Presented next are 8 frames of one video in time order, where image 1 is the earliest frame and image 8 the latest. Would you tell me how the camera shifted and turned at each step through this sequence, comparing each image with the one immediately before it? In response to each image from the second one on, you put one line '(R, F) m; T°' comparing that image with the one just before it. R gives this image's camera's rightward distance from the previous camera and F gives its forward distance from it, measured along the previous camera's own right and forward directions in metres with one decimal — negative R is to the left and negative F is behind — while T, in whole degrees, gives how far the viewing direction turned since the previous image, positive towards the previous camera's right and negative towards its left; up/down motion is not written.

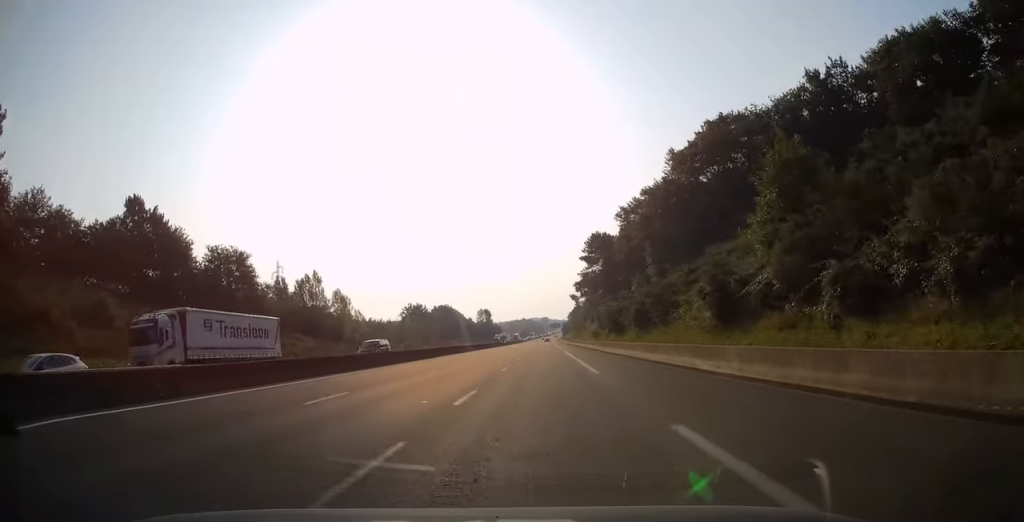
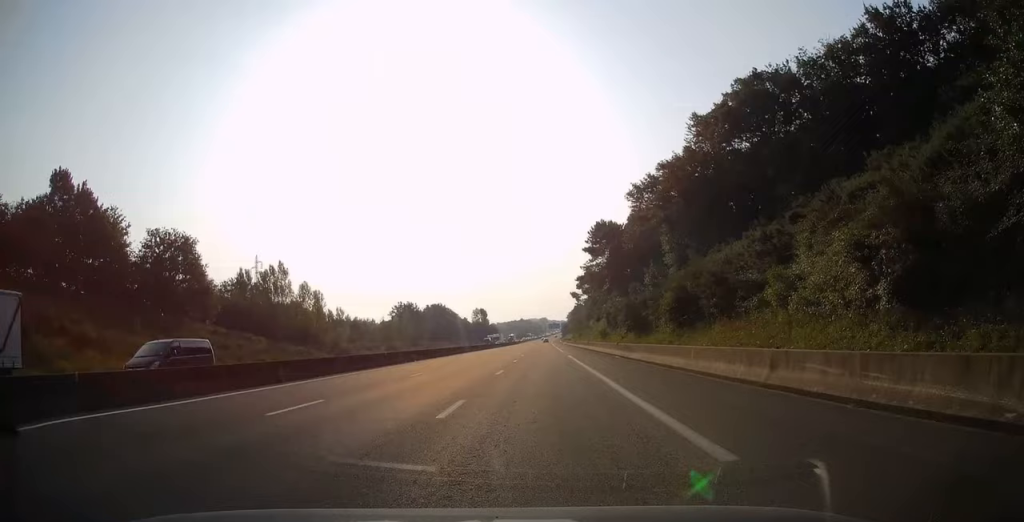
(0.0, +14.9) m; 0°
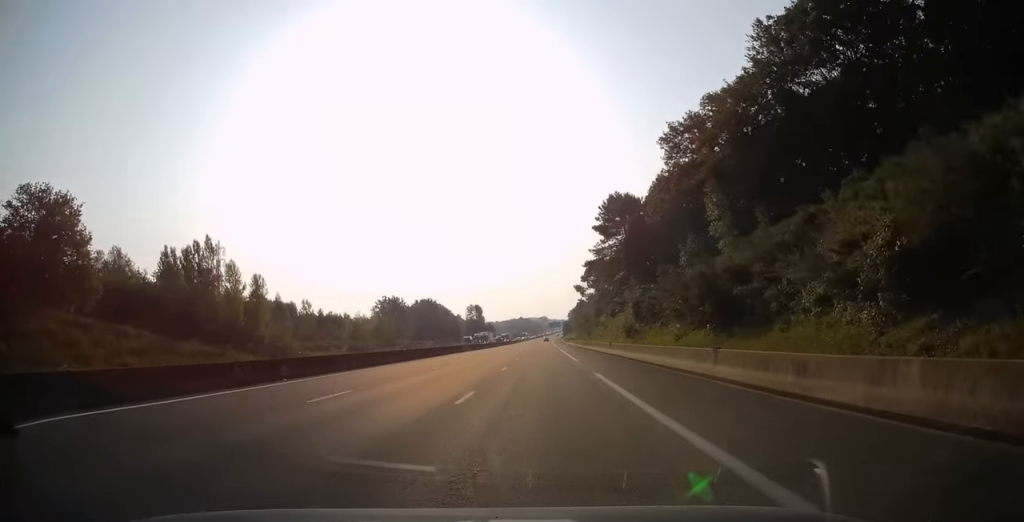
(0.0, +23.6) m; 0°
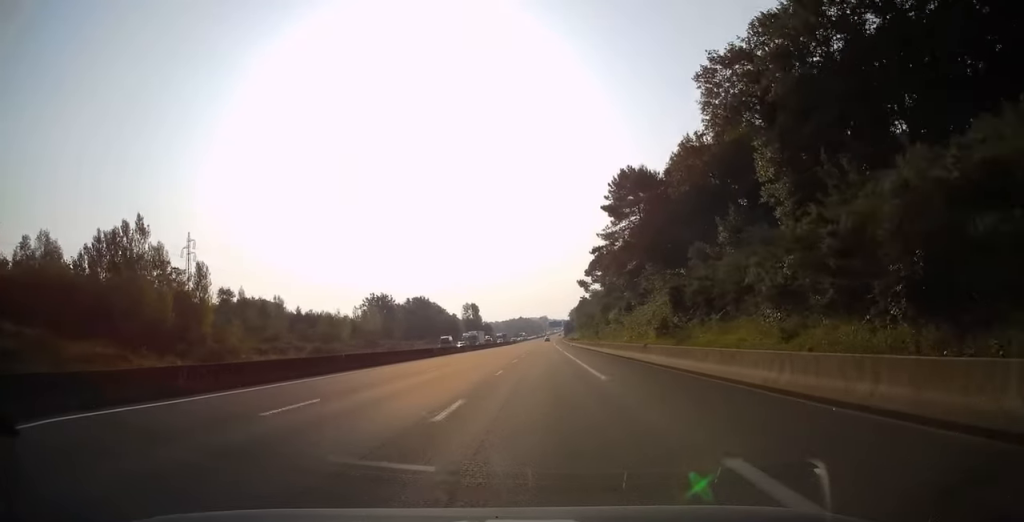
(0.0, +15.4) m; 0°
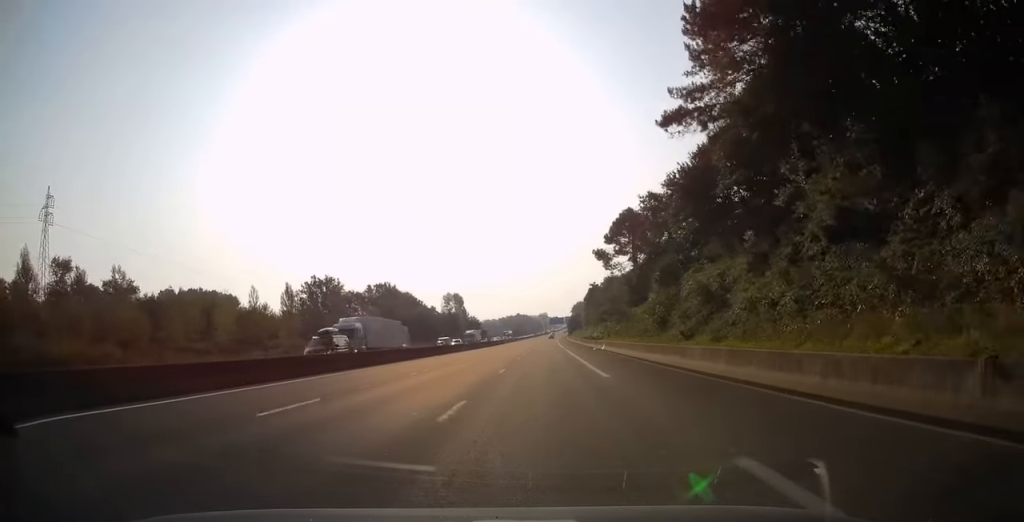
(-0.1, +51.7) m; 0°
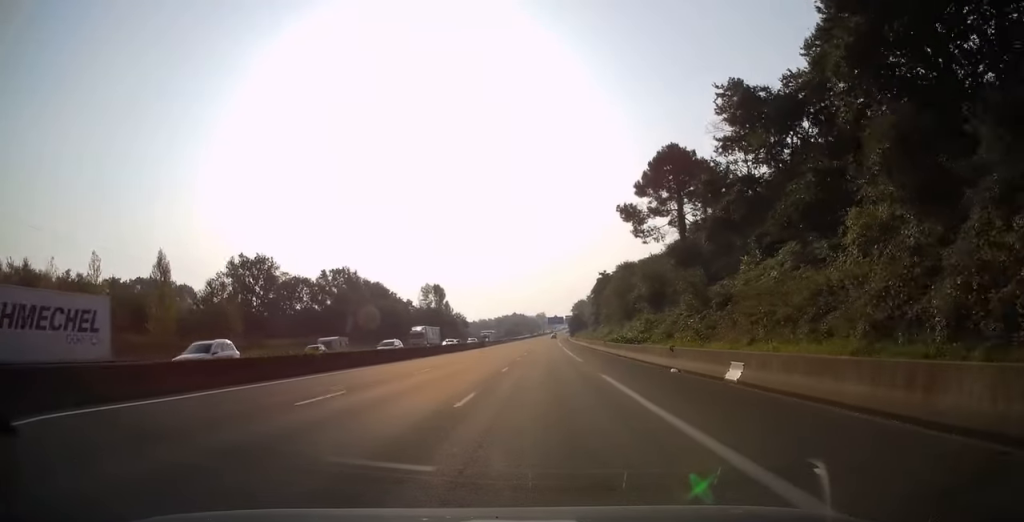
(0.0, +37.0) m; 0°
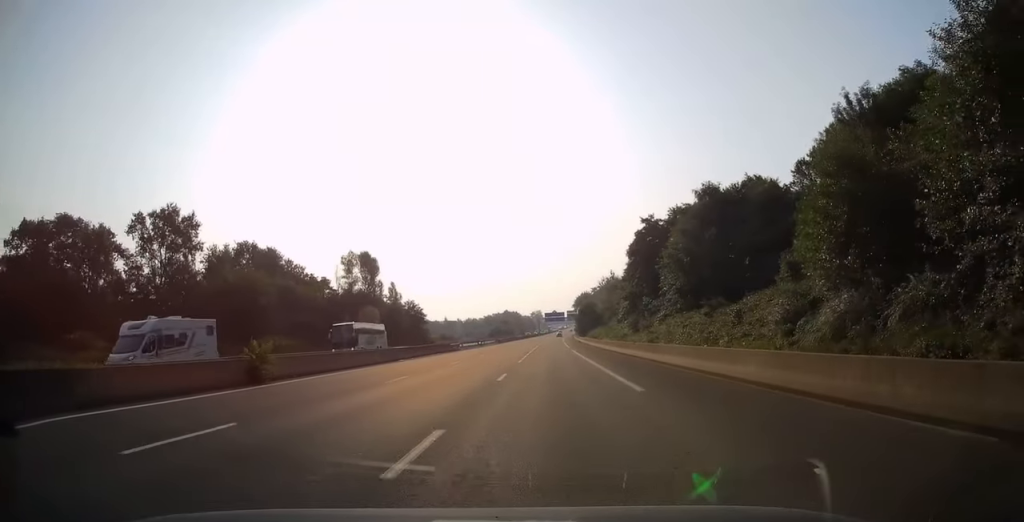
(0.0, +71.0) m; +1°
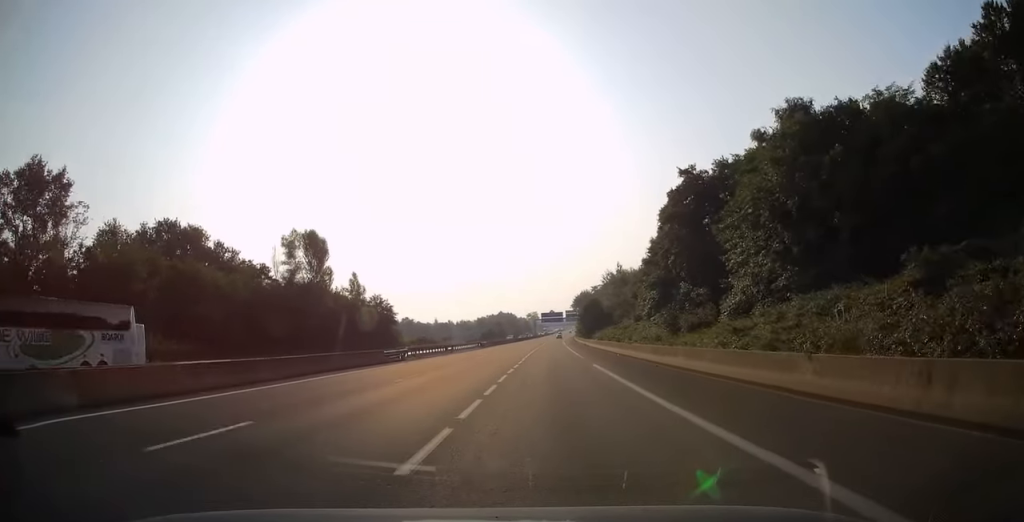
(+0.2, +25.6) m; +1°
